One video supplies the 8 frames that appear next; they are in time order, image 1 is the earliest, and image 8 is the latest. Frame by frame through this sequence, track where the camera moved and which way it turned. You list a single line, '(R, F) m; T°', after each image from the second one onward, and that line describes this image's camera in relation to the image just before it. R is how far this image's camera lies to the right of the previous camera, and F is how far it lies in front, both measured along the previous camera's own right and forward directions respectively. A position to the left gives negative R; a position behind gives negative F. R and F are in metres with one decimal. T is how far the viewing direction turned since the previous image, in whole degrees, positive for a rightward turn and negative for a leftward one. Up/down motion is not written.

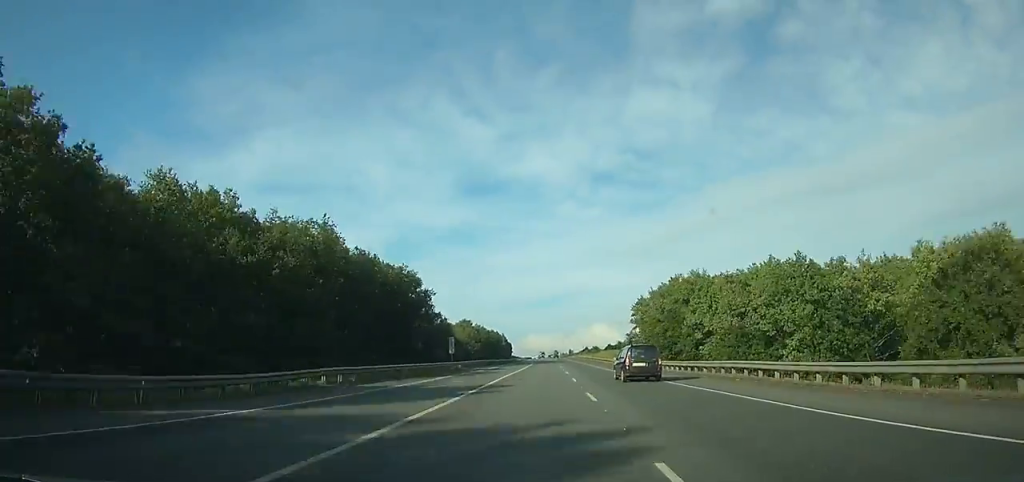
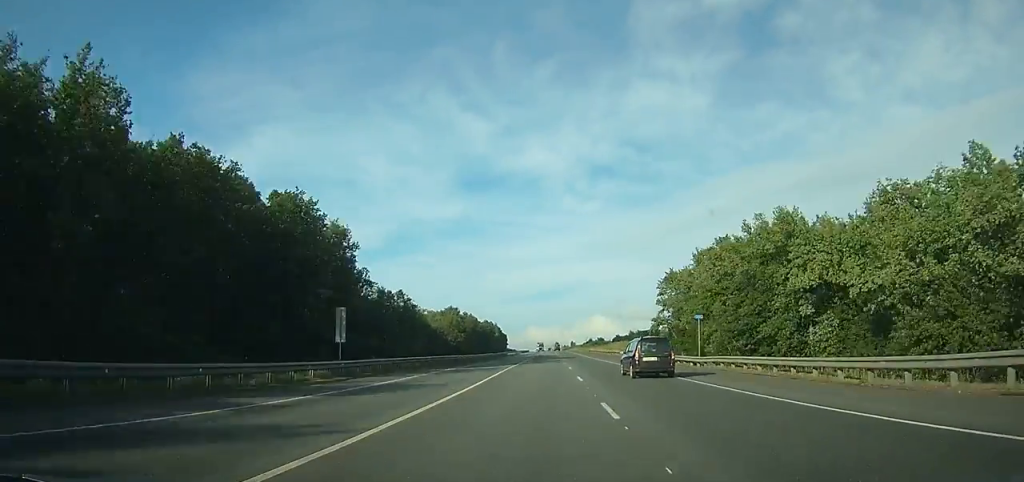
(+0.2, +43.2) m; 0°
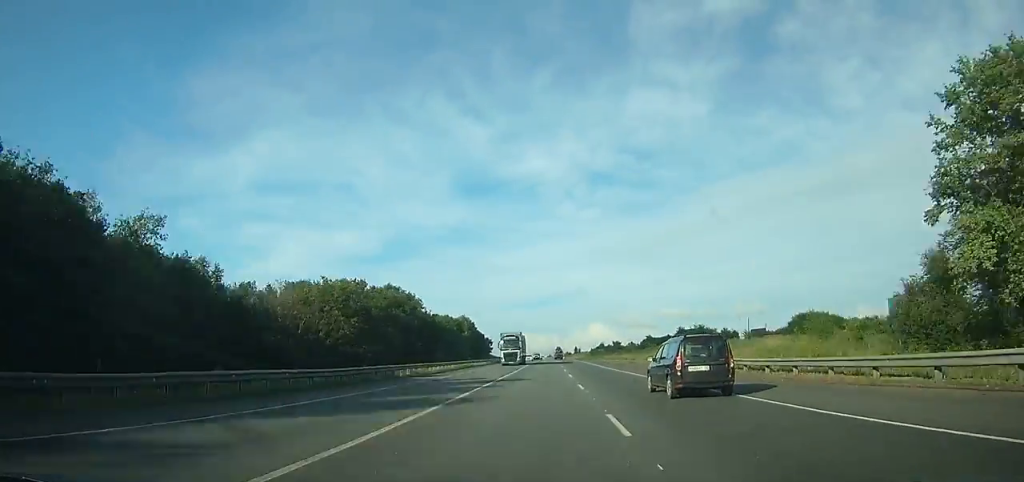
(-0.1, +98.7) m; 0°
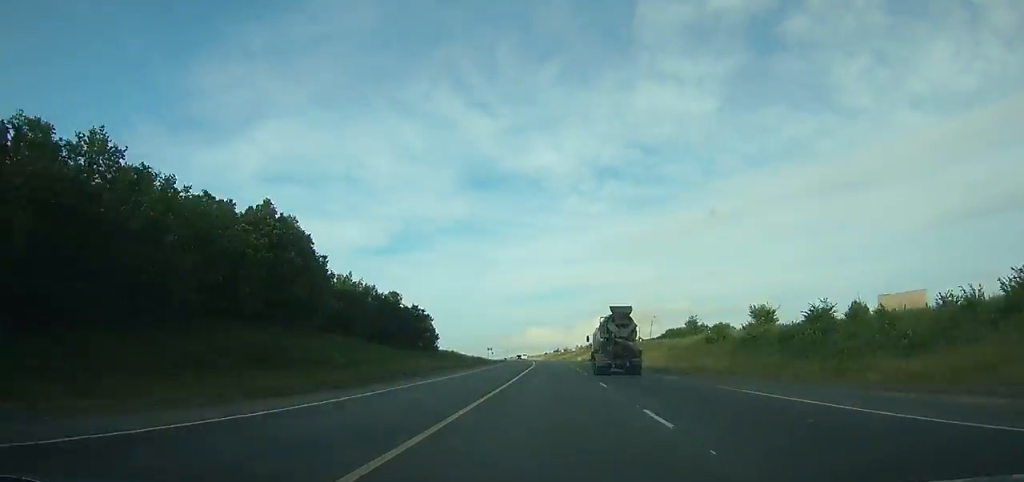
(-1.2, +191.1) m; -1°
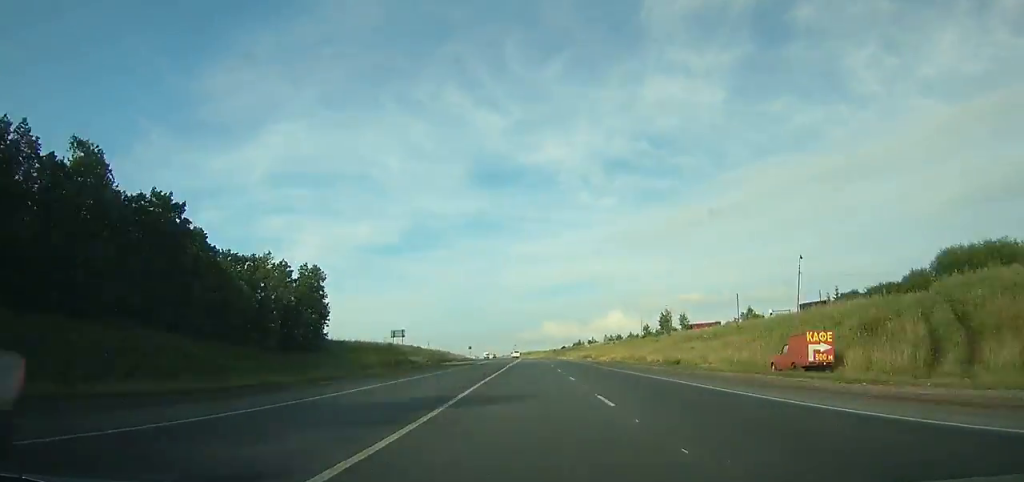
(-1.7, +104.3) m; -2°
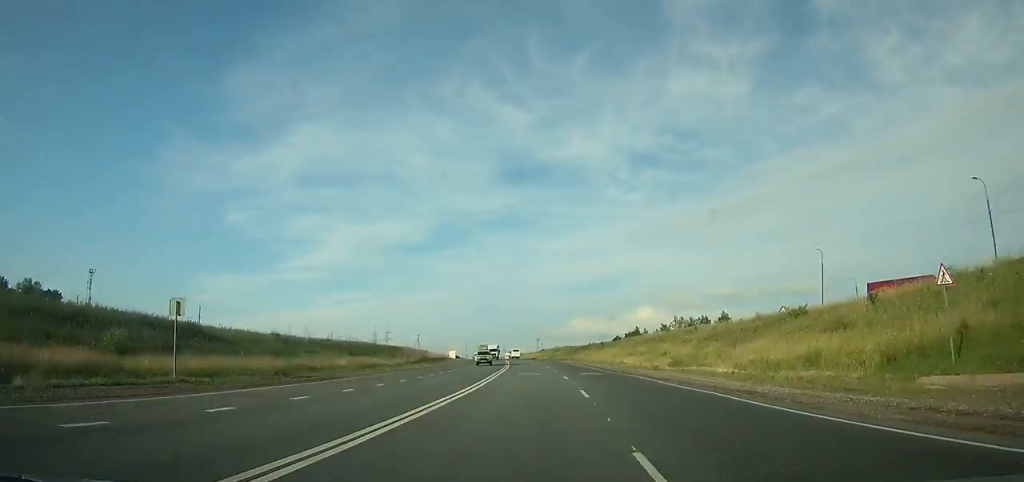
(-2.7, +115.3) m; -4°
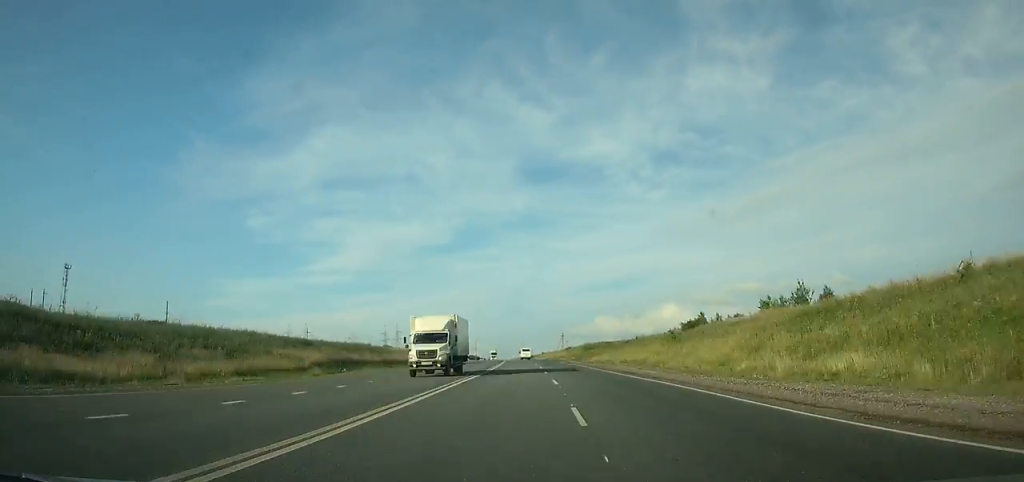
(-1.5, +53.6) m; -2°
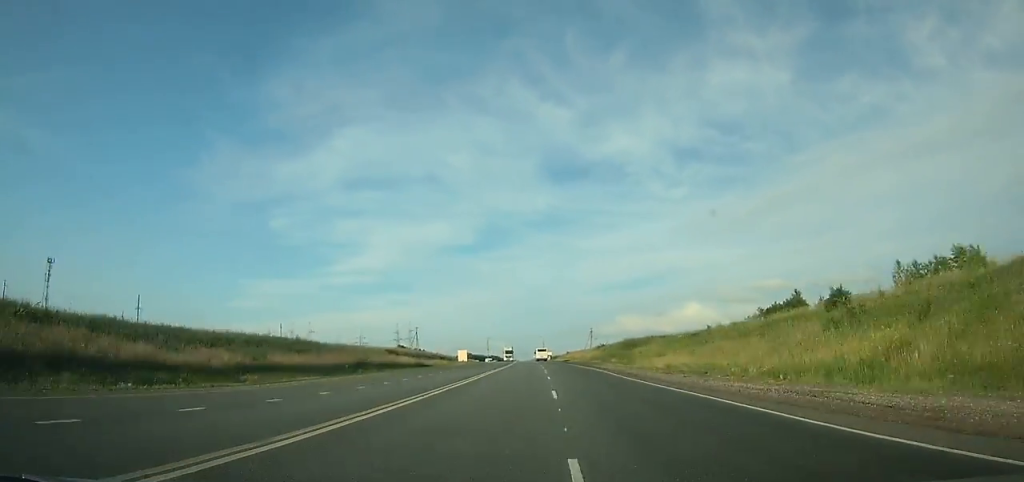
(0.0, +41.8) m; -2°
